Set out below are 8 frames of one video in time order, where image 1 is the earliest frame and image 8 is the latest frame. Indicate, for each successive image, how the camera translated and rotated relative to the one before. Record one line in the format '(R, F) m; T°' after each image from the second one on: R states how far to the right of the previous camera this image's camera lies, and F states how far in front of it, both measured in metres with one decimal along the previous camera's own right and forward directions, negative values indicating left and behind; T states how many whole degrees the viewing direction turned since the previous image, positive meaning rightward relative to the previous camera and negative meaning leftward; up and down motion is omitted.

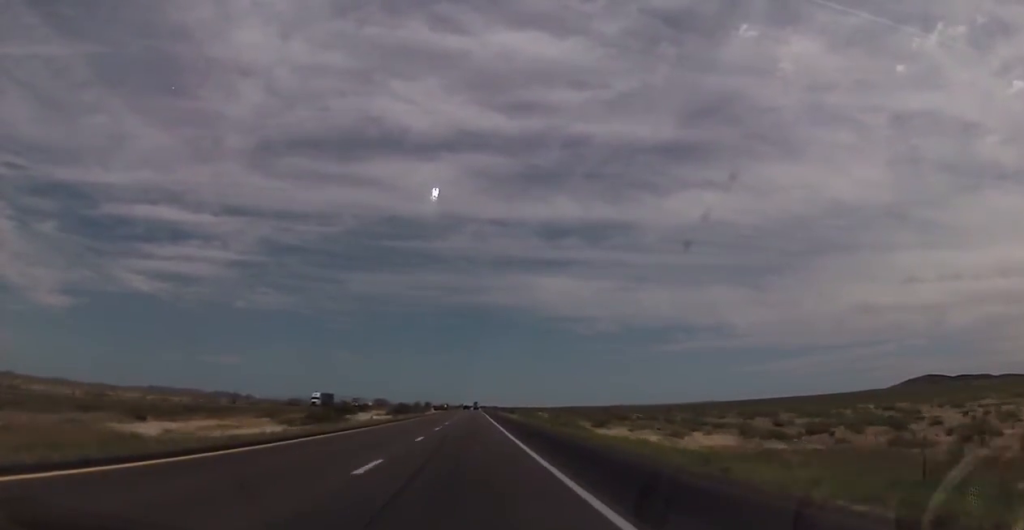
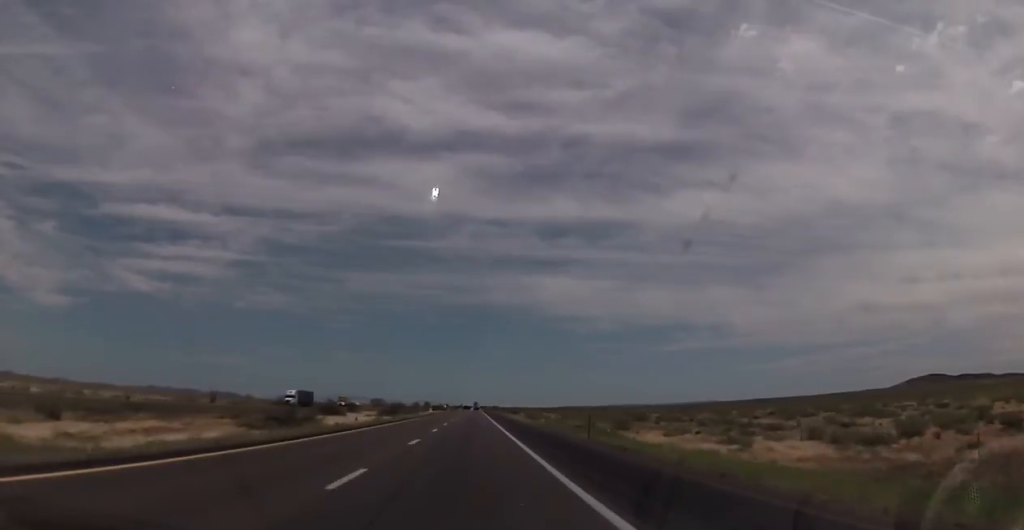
(0.0, +14.5) m; 0°
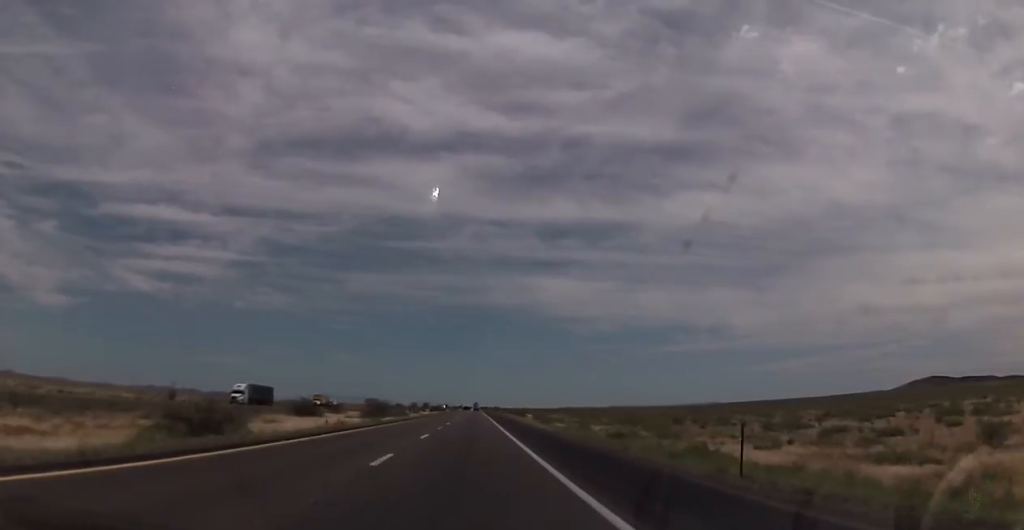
(0.0, +20.5) m; -1°
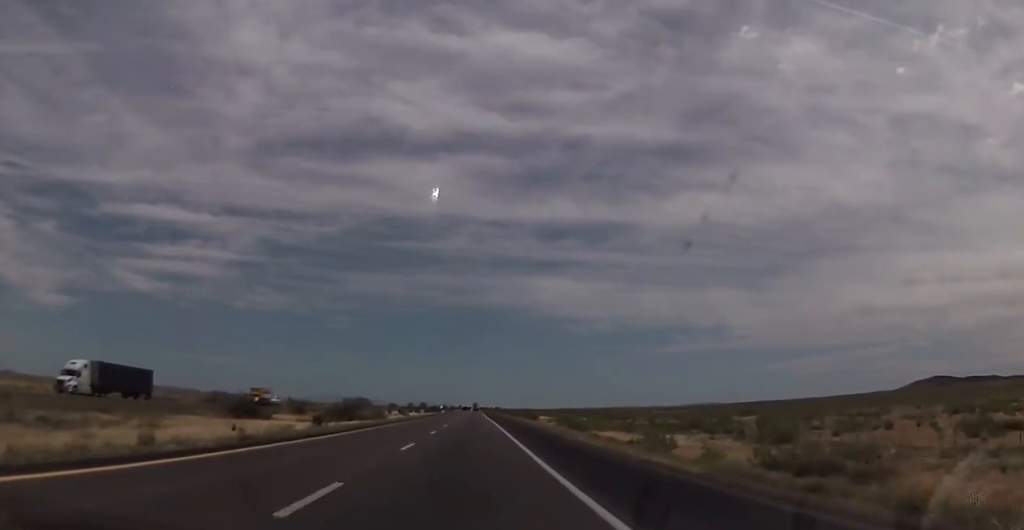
(-0.3, +31.2) m; 0°
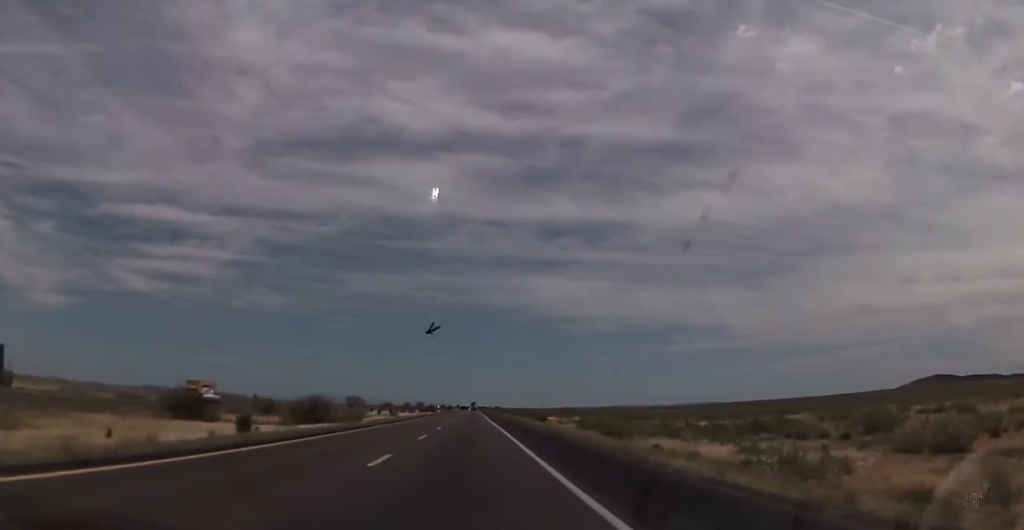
(-0.2, +18.0) m; 0°
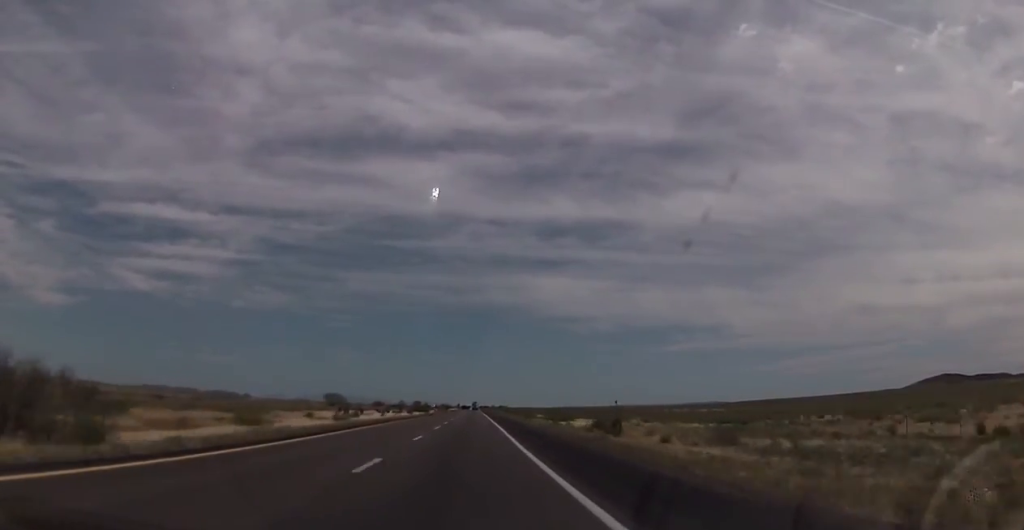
(+0.7, +50.5) m; +1°
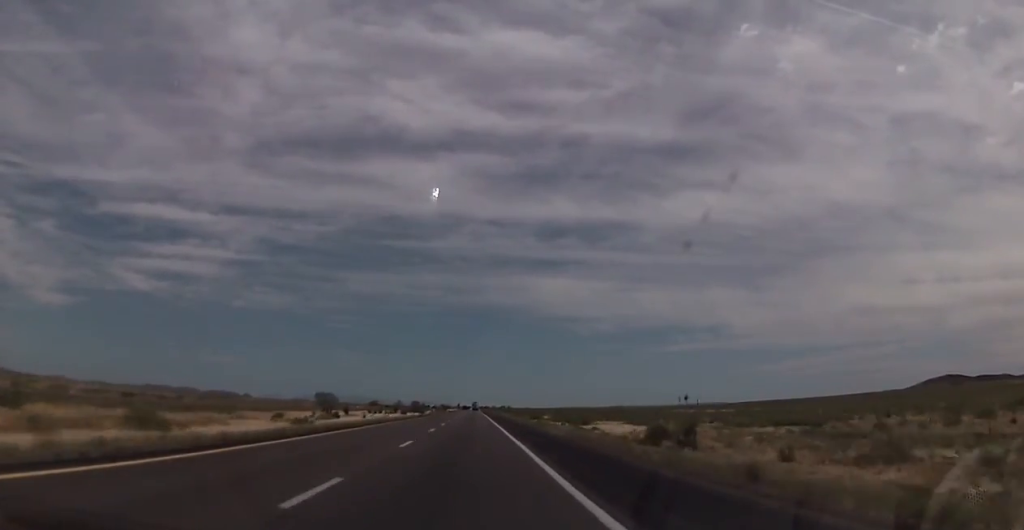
(0.0, +16.8) m; 0°
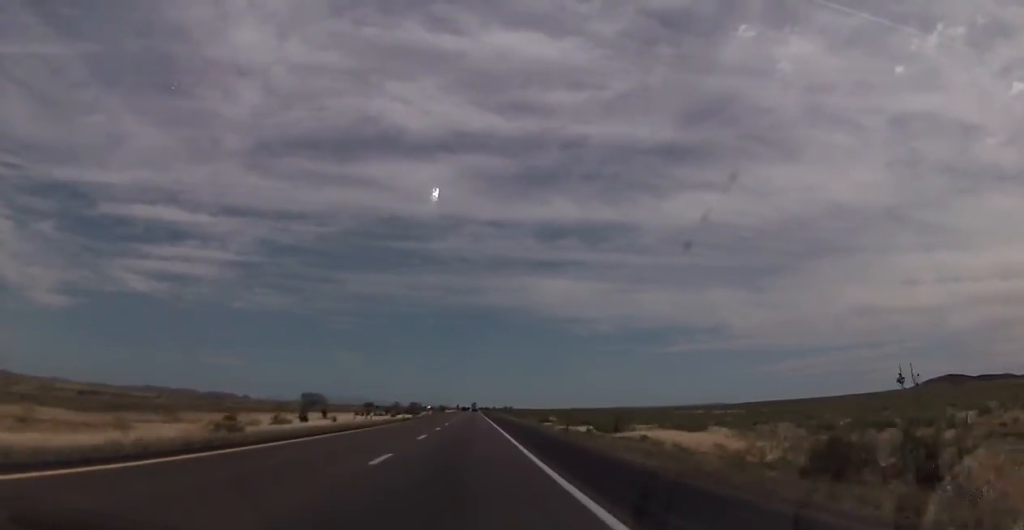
(0.0, +18.0) m; 0°
